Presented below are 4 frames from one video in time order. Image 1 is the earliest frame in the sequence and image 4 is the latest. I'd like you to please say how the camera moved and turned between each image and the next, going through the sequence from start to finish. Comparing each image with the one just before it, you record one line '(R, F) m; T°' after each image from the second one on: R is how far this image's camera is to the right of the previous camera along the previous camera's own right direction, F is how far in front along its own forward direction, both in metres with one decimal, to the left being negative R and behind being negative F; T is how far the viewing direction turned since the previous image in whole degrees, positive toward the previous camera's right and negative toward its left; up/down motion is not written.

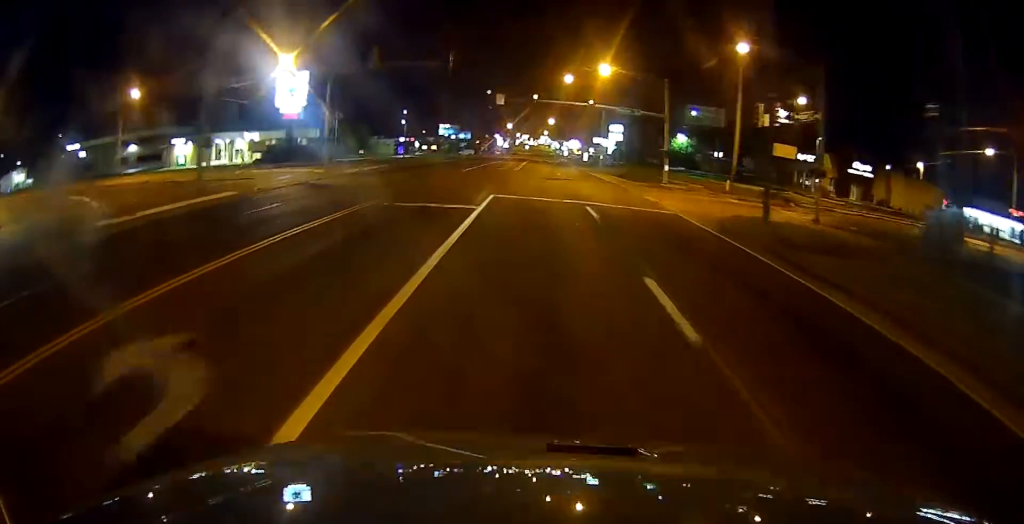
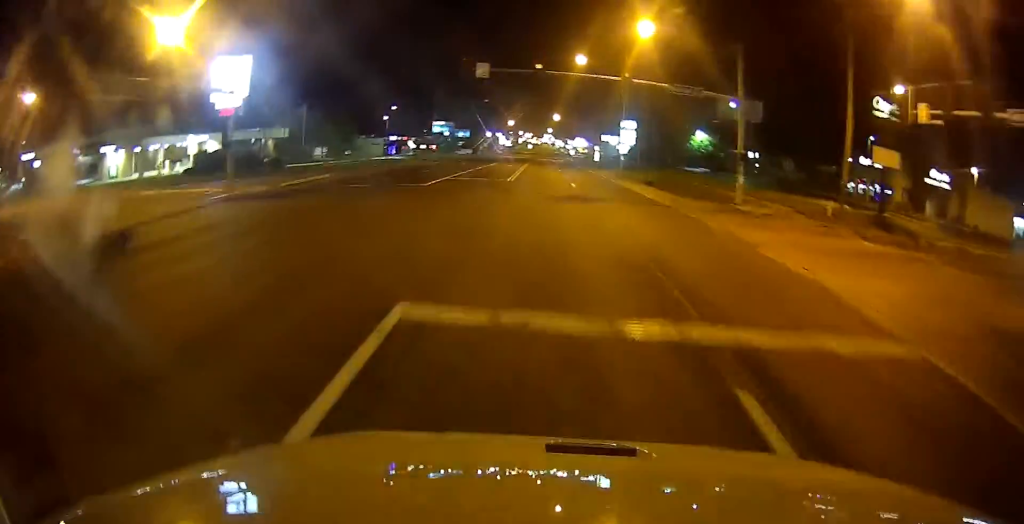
(+0.1, +16.7) m; -1°
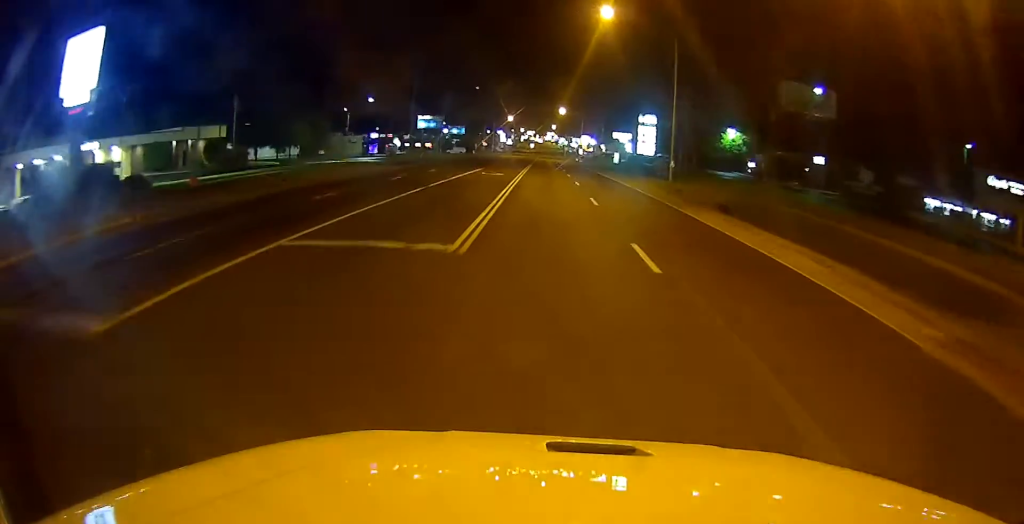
(-0.6, +23.2) m; +1°
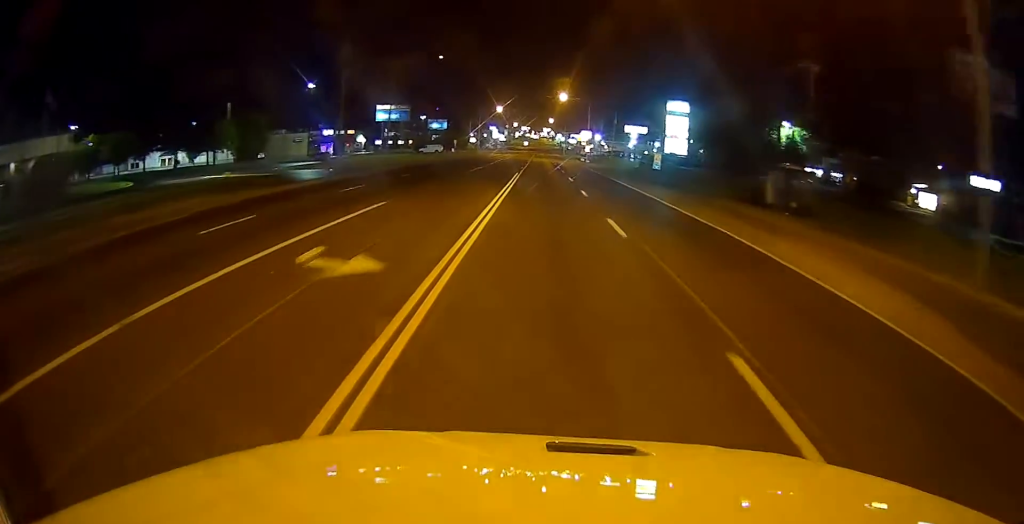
(0.0, +32.1) m; -3°
